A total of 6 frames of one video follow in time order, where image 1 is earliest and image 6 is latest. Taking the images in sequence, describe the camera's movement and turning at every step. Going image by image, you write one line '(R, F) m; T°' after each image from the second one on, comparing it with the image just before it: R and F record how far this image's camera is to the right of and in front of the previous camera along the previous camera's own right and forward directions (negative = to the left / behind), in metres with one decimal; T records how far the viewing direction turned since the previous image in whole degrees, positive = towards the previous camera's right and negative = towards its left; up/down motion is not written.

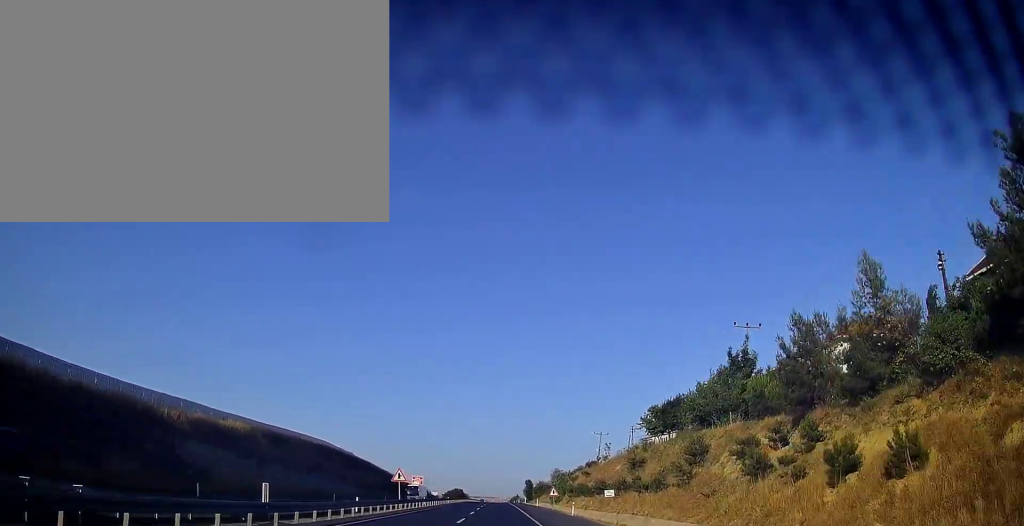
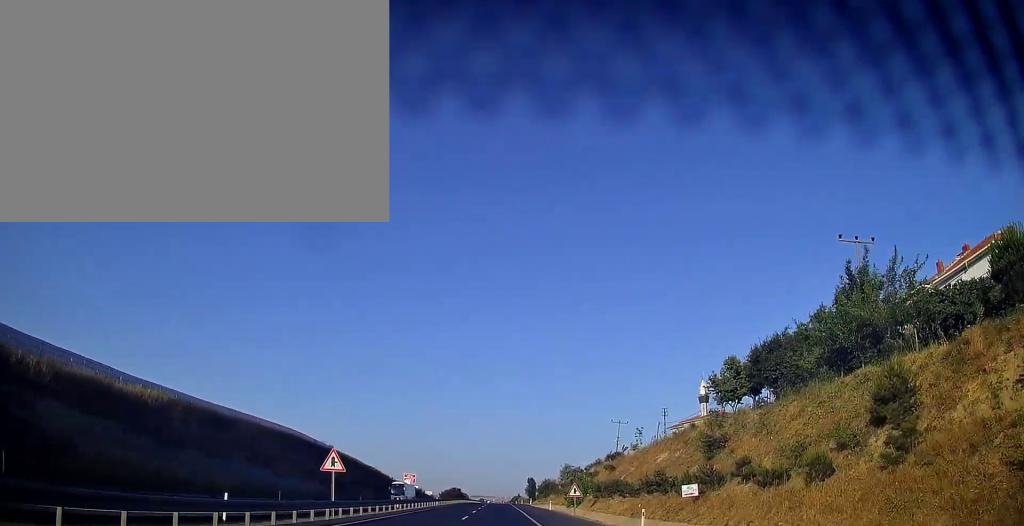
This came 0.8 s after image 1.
(0.0, +20.0) m; 0°
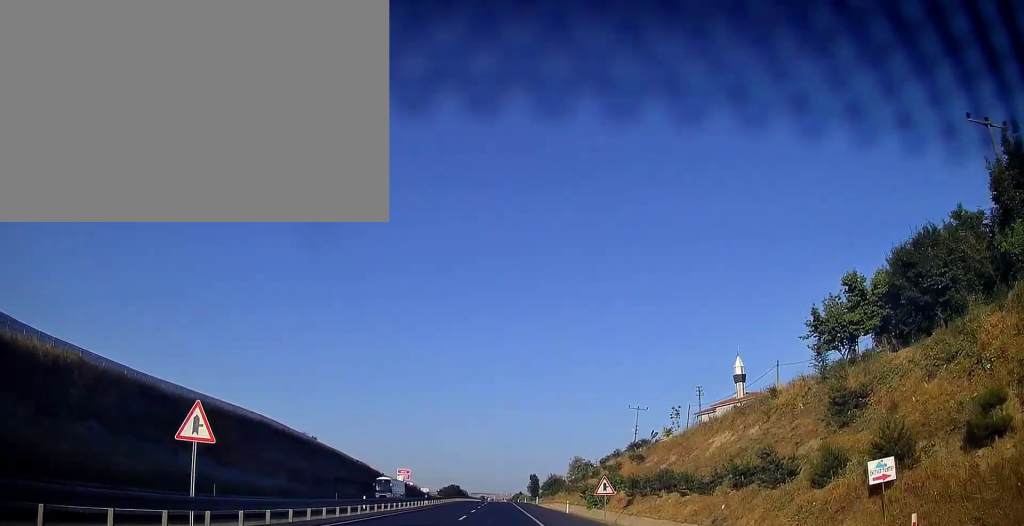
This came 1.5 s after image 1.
(0.0, +15.2) m; 0°
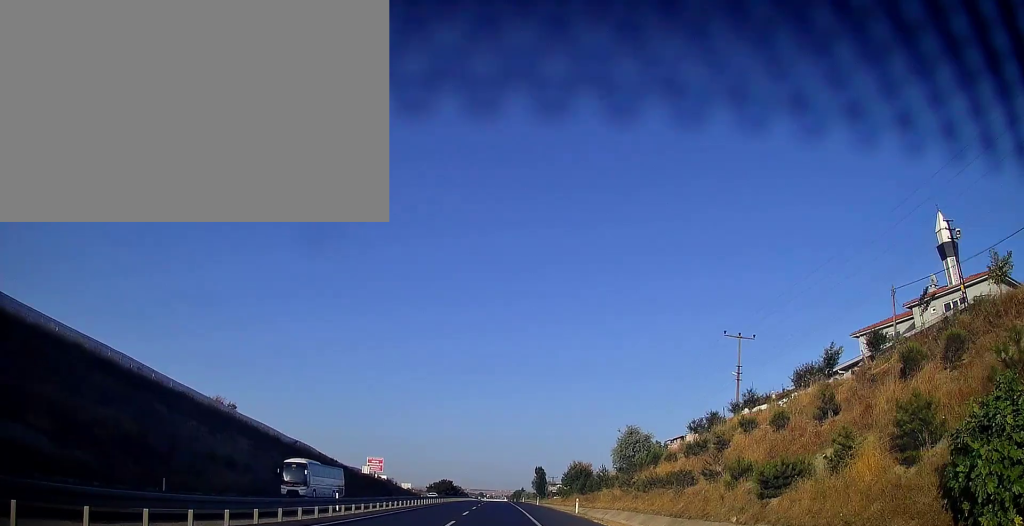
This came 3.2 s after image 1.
(0.0, +41.6) m; 0°
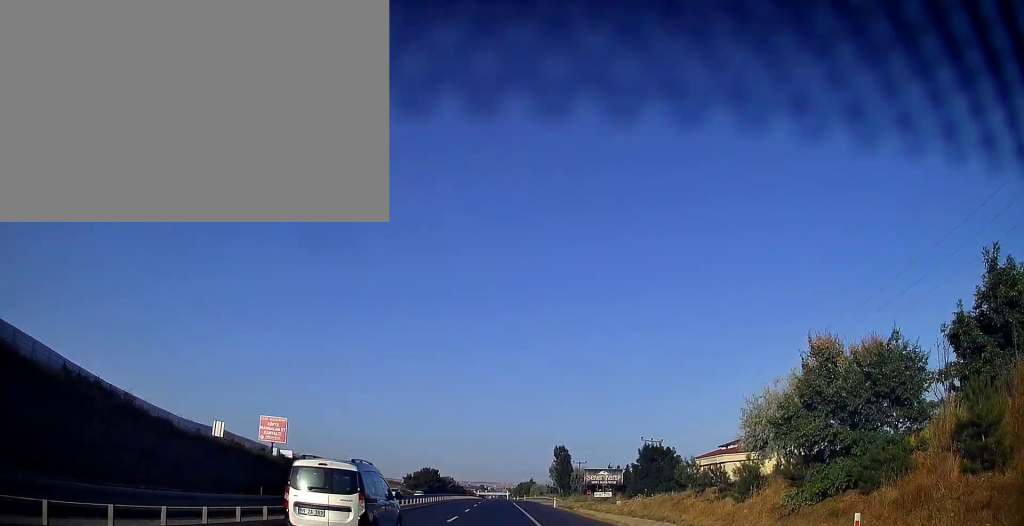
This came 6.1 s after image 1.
(-0.1, +69.9) m; 0°
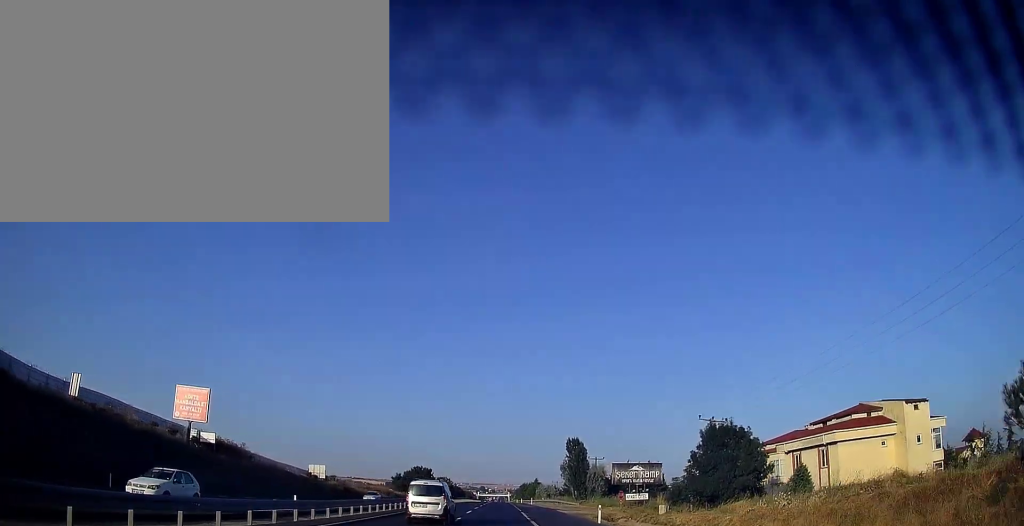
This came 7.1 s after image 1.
(-0.1, +23.4) m; 0°
